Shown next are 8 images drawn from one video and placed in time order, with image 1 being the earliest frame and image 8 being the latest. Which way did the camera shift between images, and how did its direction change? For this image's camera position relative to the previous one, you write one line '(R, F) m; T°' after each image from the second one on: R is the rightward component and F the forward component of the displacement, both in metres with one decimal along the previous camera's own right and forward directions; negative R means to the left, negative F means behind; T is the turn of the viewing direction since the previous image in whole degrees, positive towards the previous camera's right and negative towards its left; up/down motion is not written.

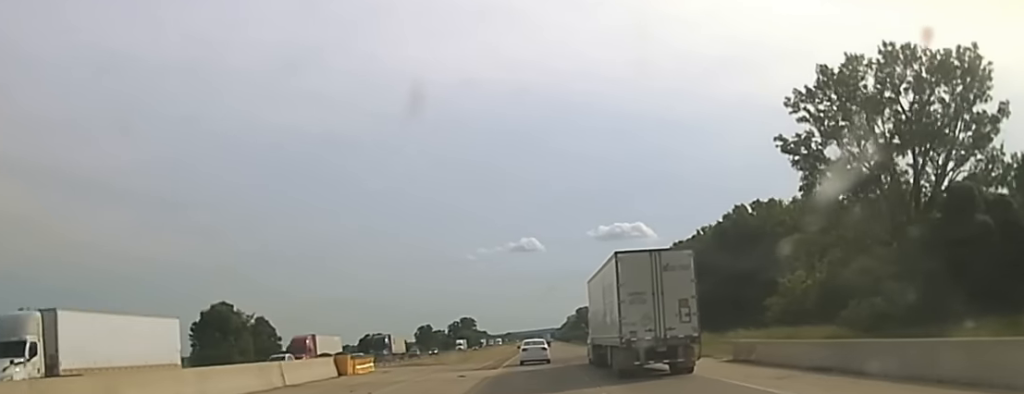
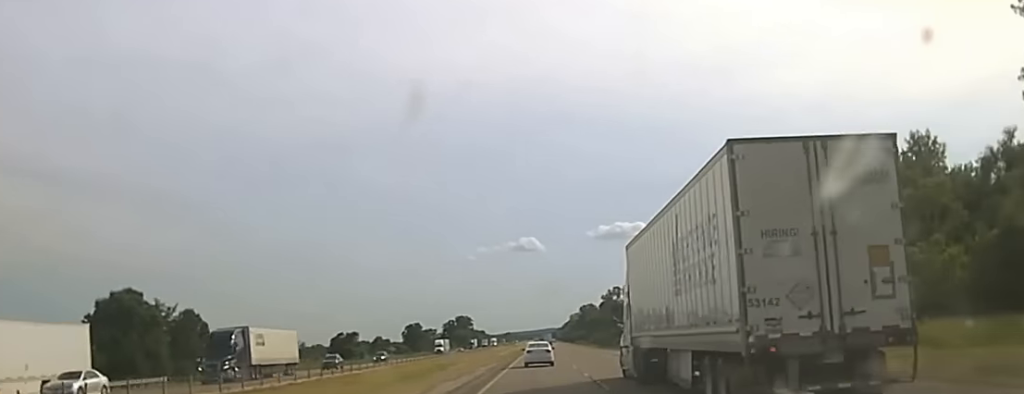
(+0.2, +50.2) m; 0°
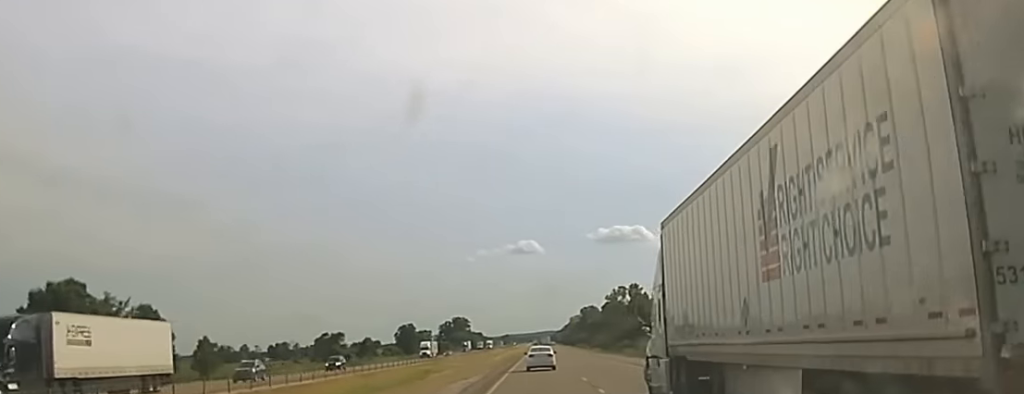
(-0.1, +21.7) m; 0°
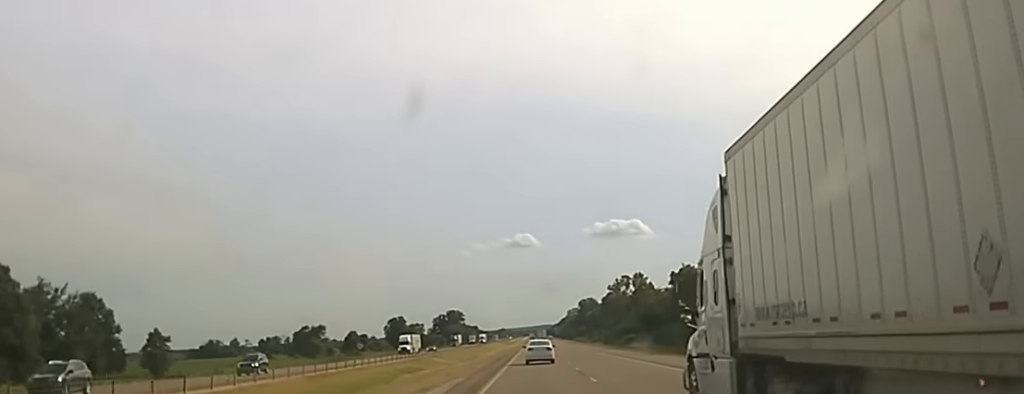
(-0.2, +20.1) m; 0°
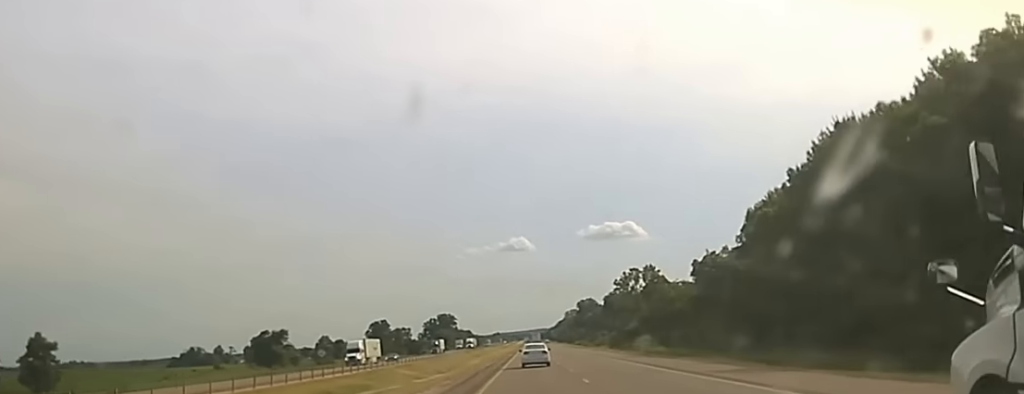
(+0.2, +36.1) m; 0°
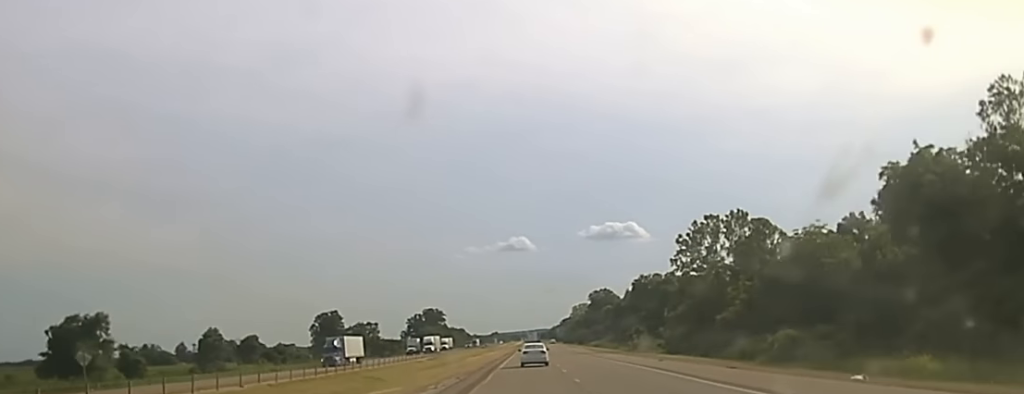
(+0.4, +97.1) m; 0°
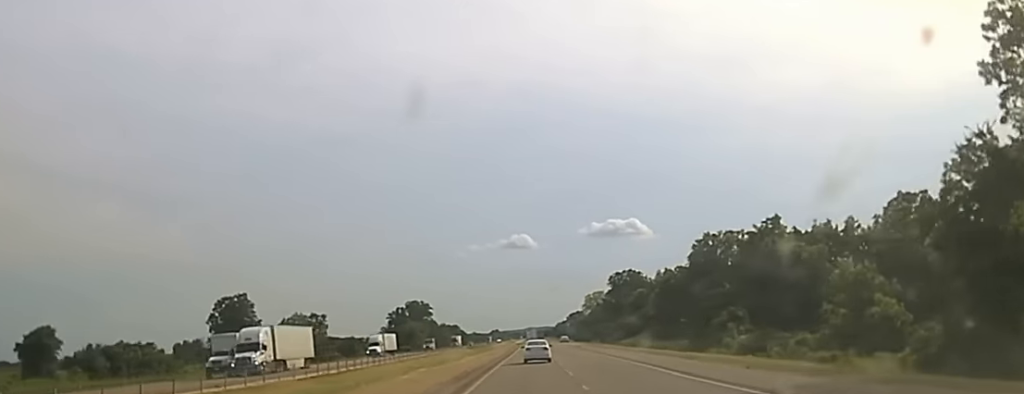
(+0.3, +92.4) m; 0°
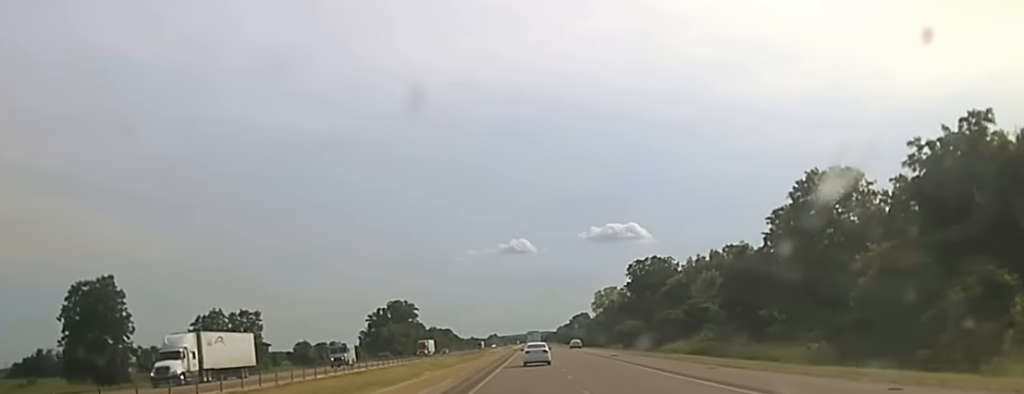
(-0.3, +60.4) m; 0°
